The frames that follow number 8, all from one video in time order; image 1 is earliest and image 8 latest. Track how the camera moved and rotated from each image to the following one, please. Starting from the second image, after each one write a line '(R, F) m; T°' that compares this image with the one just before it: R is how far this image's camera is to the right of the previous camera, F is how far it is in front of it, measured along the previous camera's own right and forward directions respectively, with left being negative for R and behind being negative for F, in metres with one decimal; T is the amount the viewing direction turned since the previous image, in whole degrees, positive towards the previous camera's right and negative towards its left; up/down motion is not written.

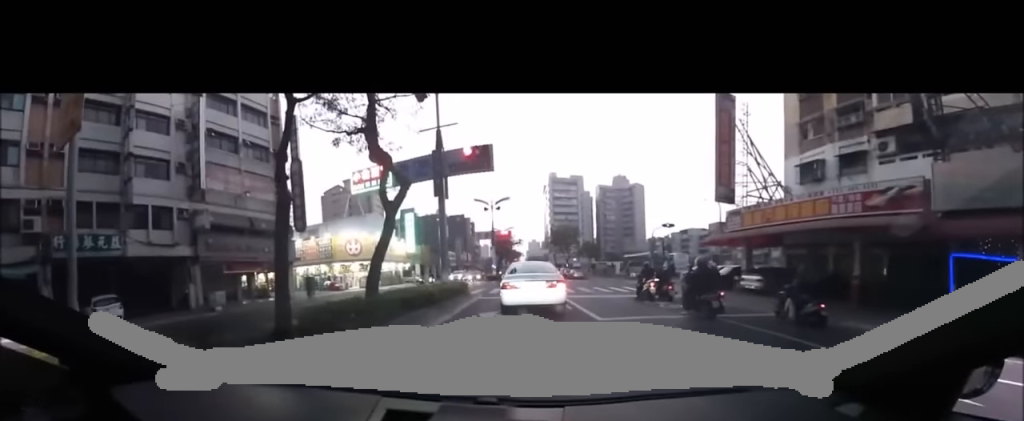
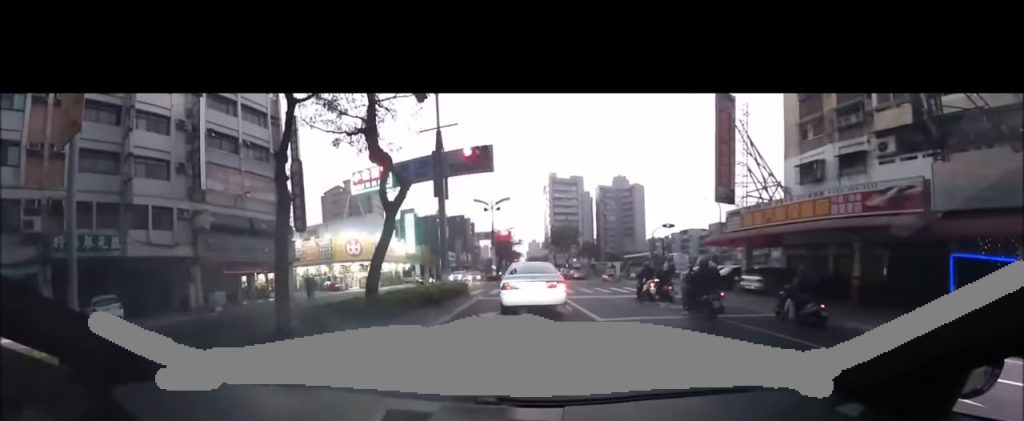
(+0.3, +0.4) m; 0°
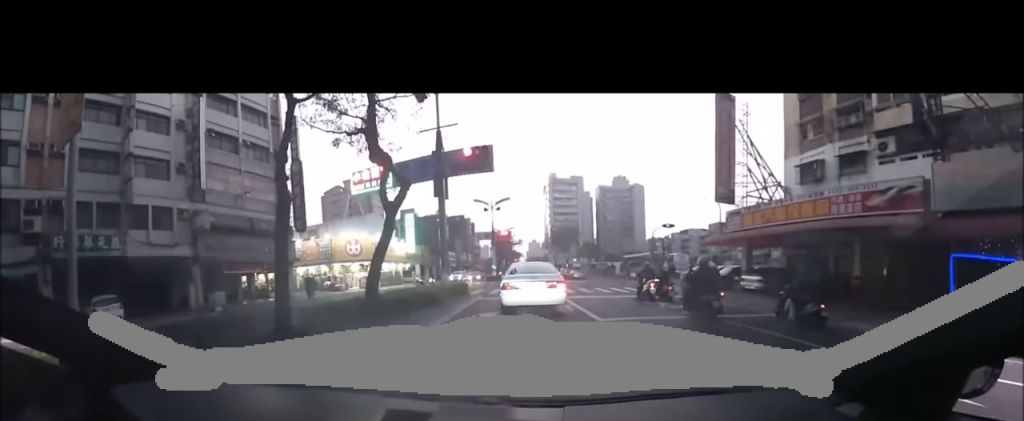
(+0.2, +0.1) m; 0°
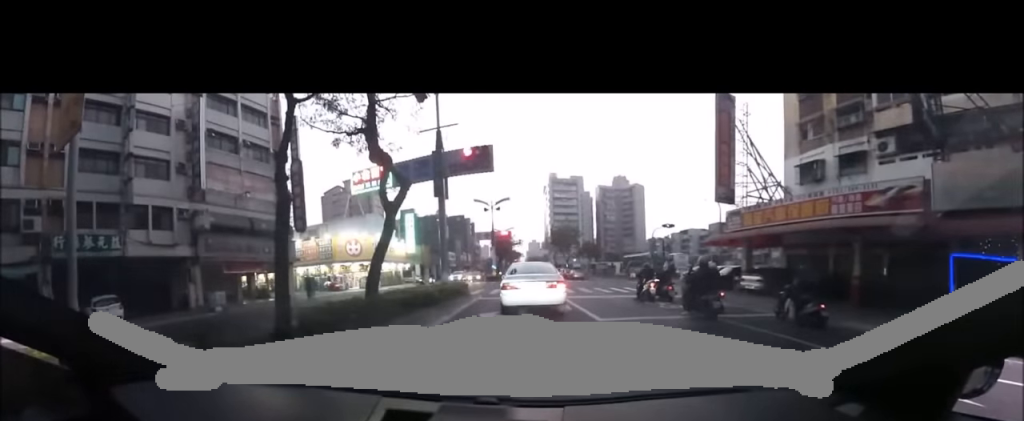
(+0.4, +0.2) m; 0°
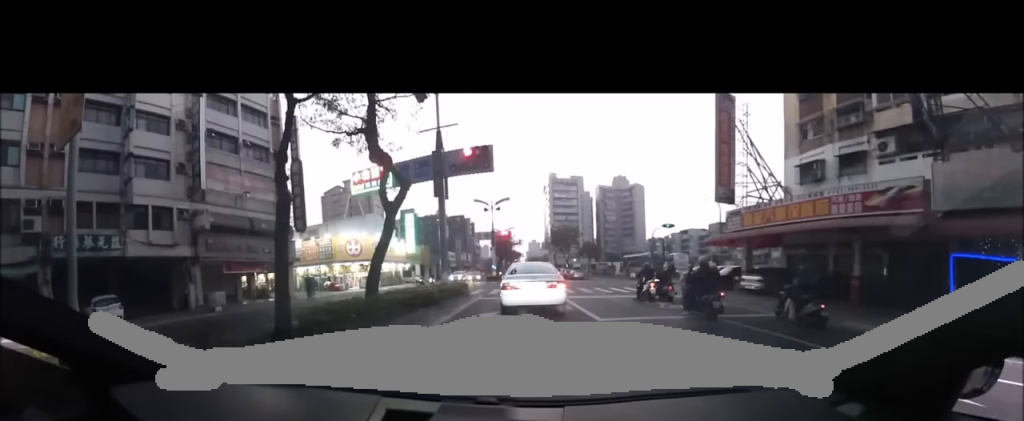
(+0.1, +0.1) m; 0°
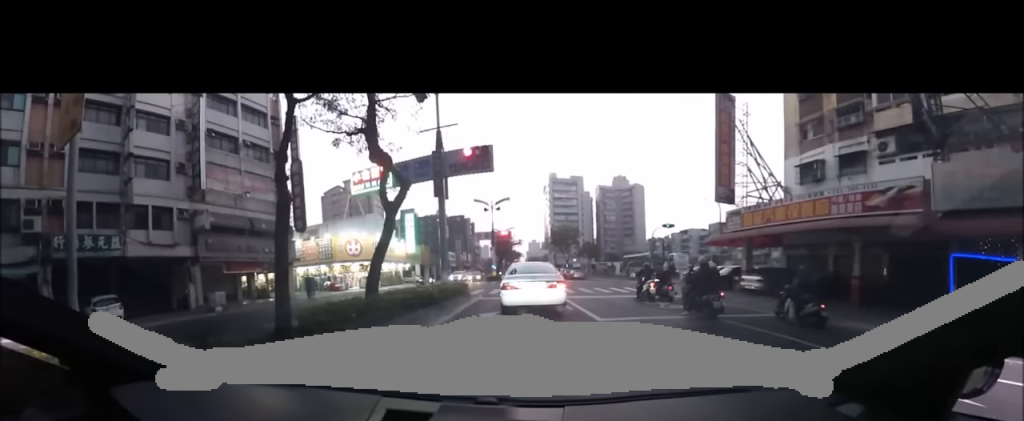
(0.0, 0.0) m; 0°
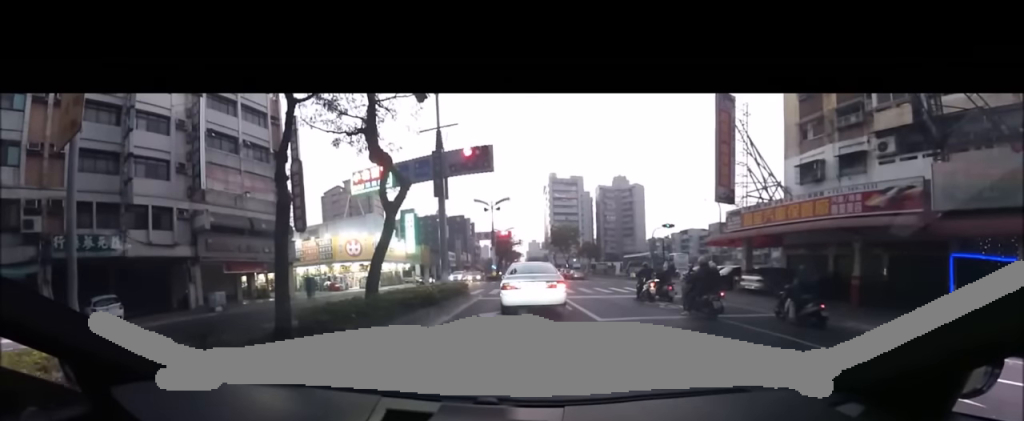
(0.0, 0.0) m; 0°
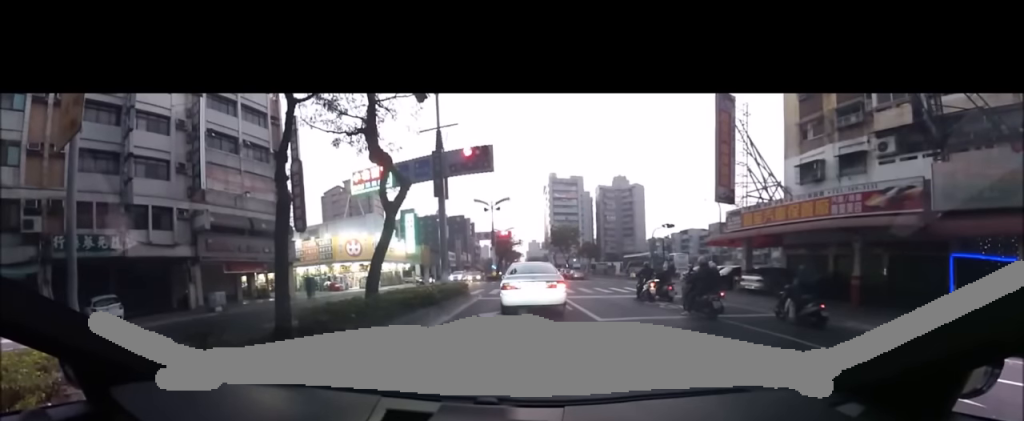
(0.0, 0.0) m; 0°
